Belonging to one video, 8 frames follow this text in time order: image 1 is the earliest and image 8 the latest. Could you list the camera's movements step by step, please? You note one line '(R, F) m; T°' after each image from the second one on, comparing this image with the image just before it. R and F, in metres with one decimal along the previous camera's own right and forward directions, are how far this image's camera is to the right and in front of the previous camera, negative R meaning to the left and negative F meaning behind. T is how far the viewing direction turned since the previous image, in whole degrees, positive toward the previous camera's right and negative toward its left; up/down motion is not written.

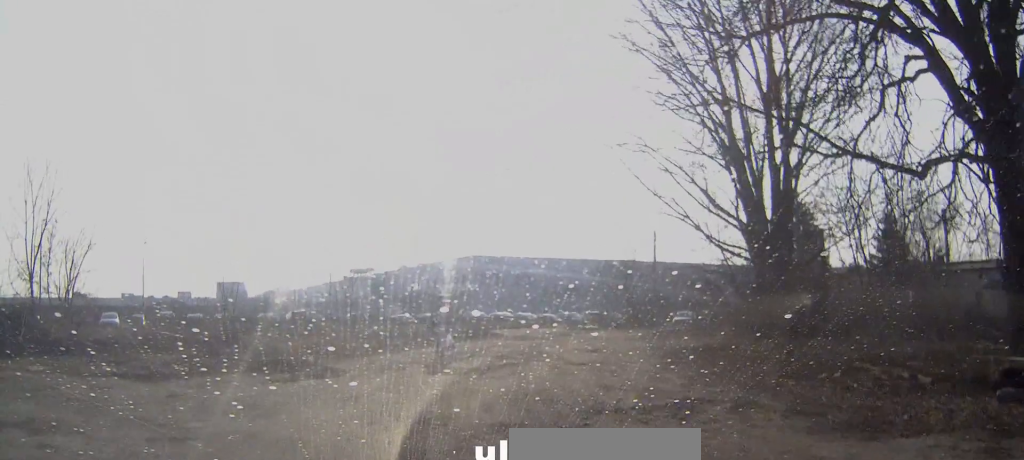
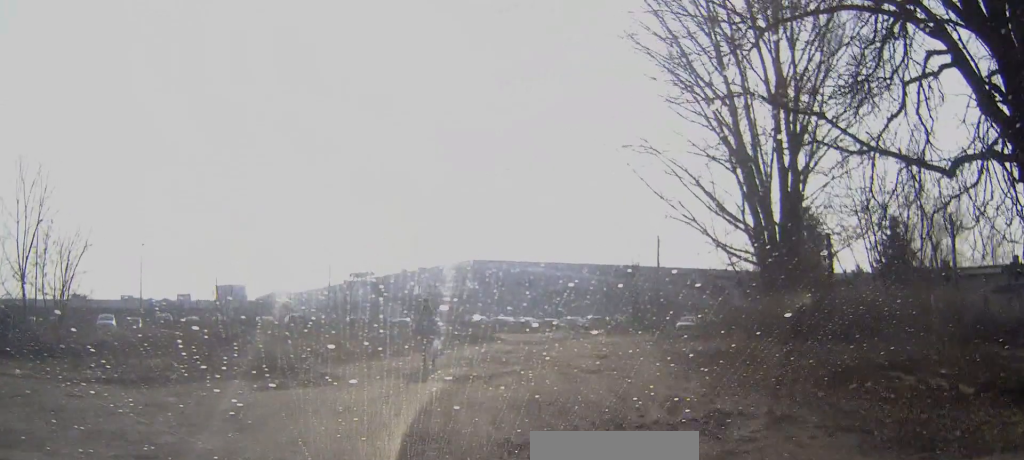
(0.0, +1.0) m; 0°
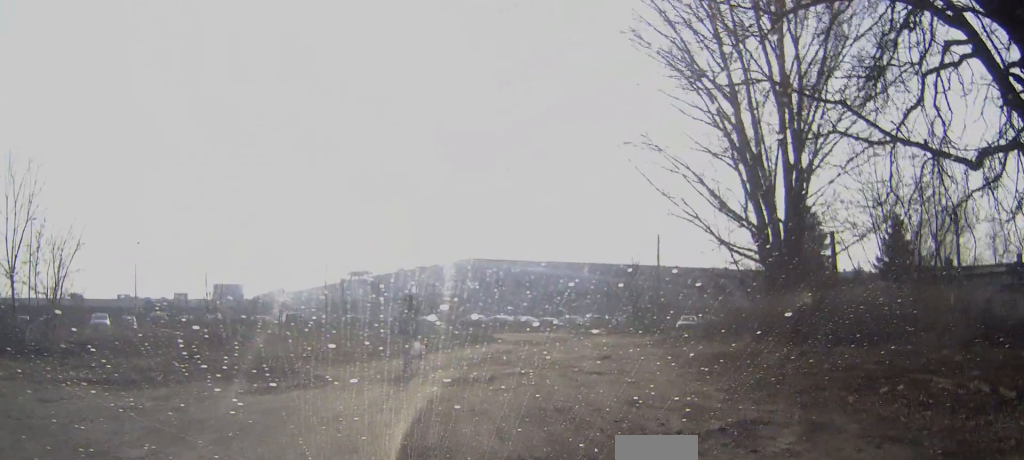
(0.0, +1.0) m; 0°
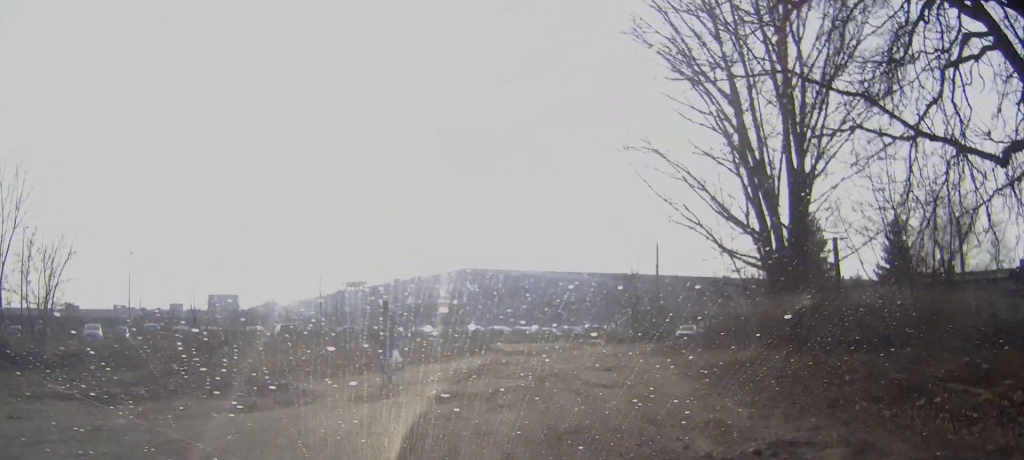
(0.0, +1.1) m; 0°
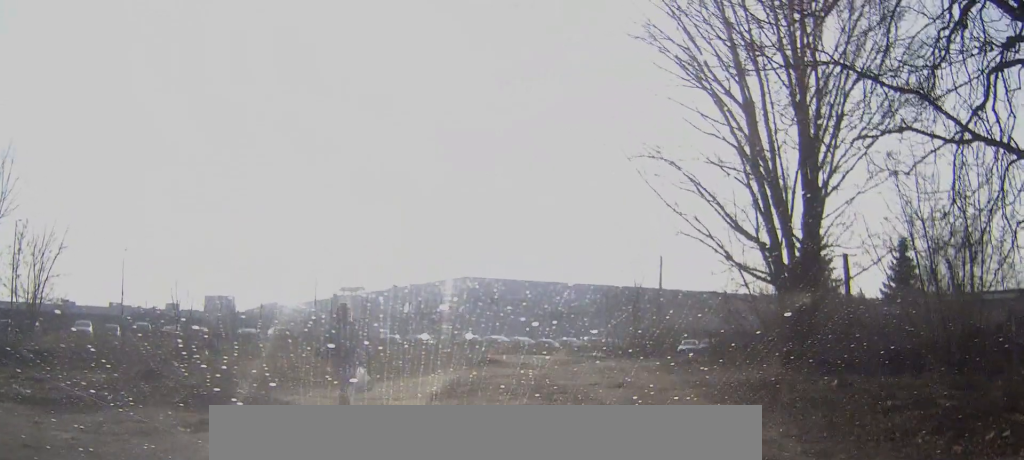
(0.0, +1.8) m; 0°
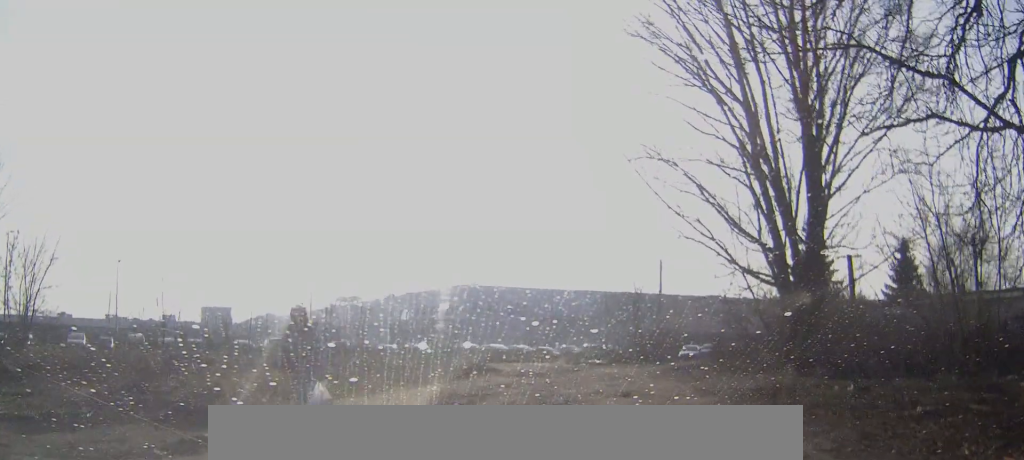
(+0.1, +0.8) m; 0°
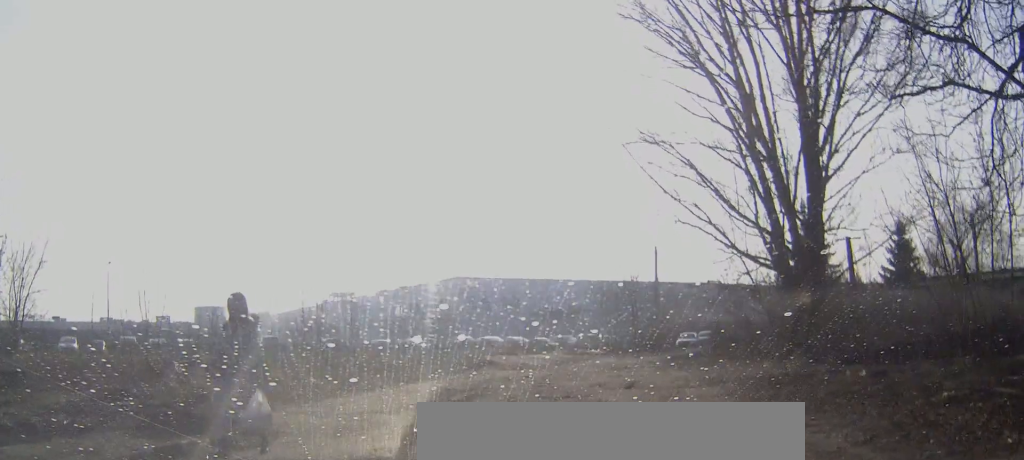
(+0.1, +0.3) m; 0°
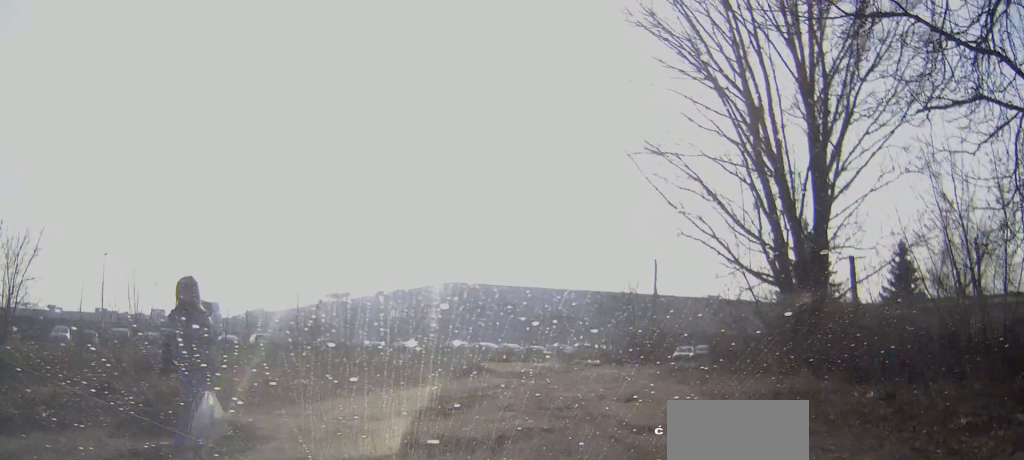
(+0.1, +0.1) m; 0°
